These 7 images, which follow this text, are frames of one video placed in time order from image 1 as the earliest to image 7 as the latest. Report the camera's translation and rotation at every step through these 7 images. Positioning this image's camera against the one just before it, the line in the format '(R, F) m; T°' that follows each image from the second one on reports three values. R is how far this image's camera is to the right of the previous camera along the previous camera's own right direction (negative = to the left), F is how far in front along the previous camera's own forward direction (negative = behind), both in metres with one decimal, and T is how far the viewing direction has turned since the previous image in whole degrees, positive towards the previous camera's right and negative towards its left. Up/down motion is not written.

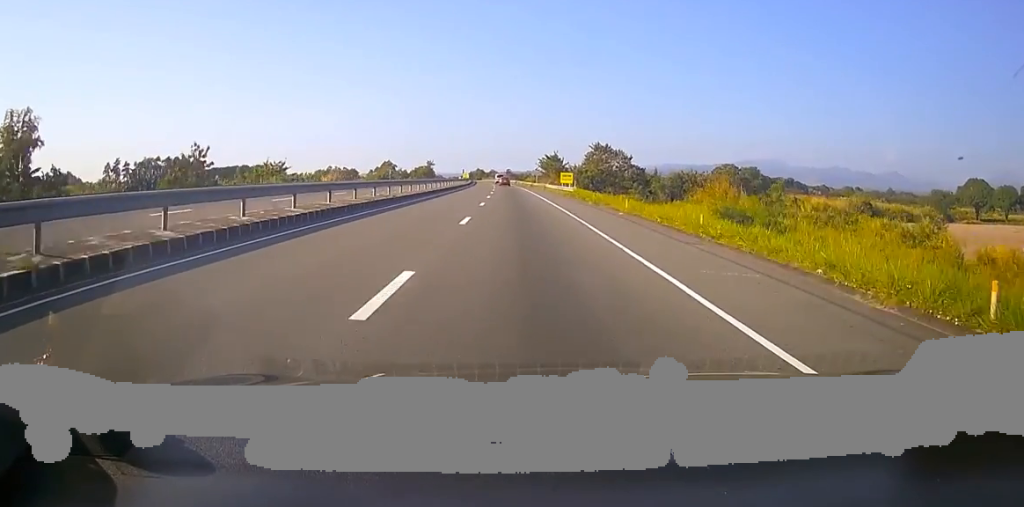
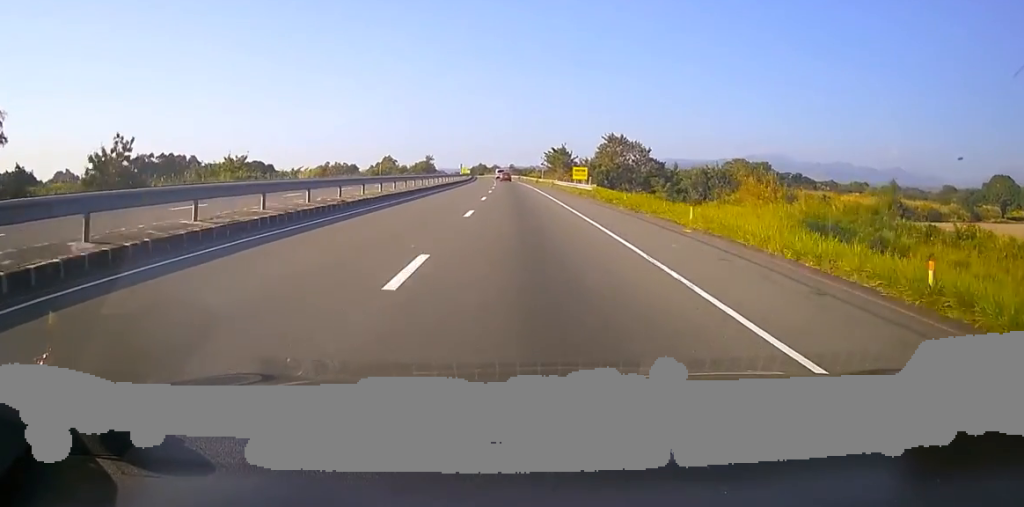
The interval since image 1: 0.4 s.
(-0.9, +11.1) m; -2°
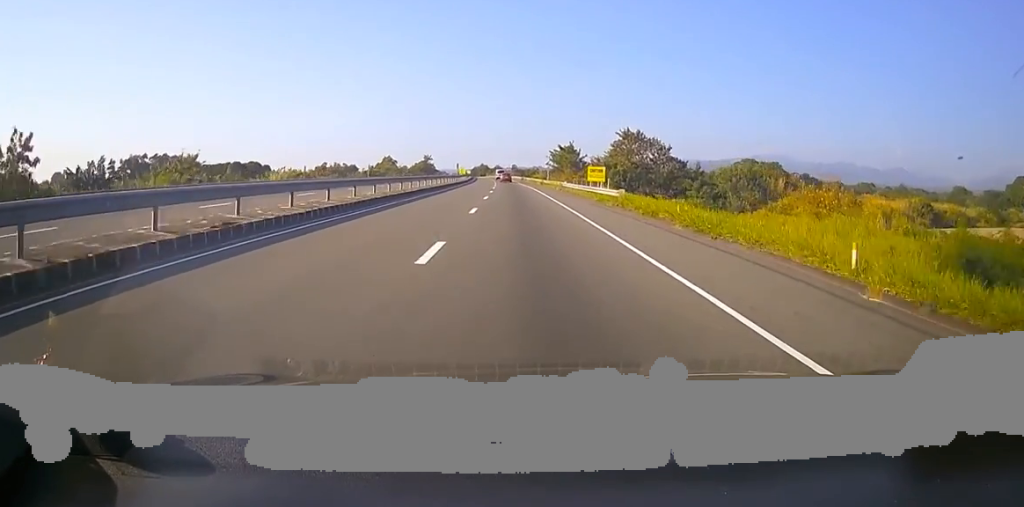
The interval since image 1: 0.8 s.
(-0.4, +10.3) m; -2°
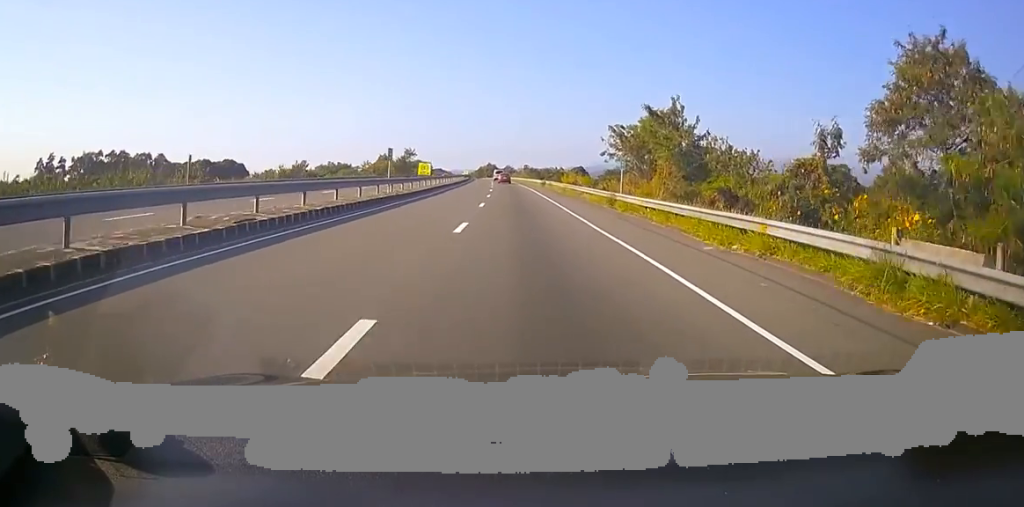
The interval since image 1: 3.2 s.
(-0.7, +61.0) m; -2°
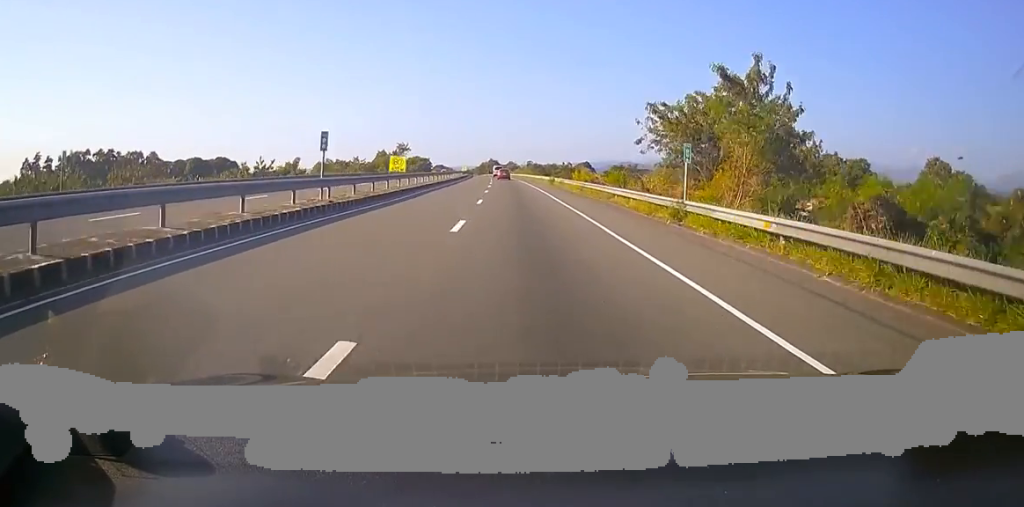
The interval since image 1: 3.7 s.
(-0.1, +12.6) m; -2°
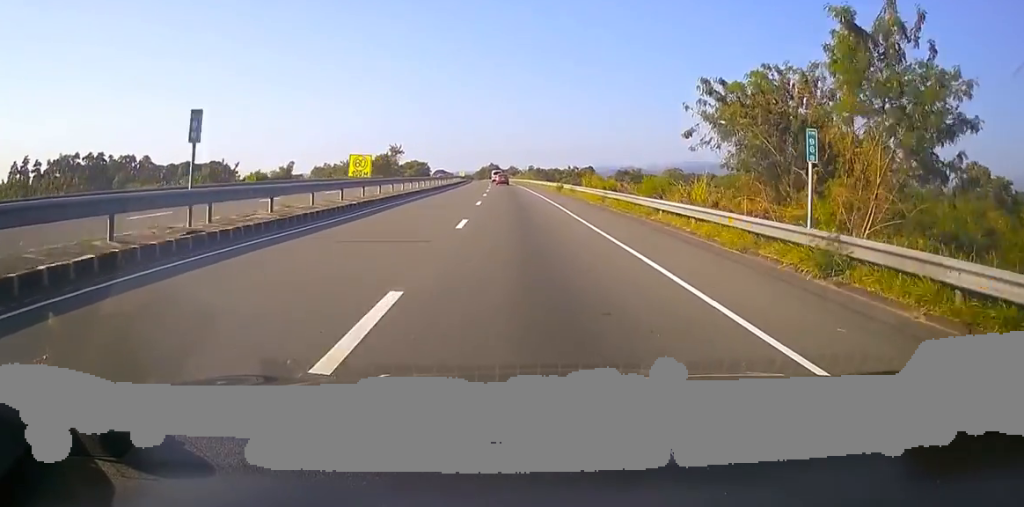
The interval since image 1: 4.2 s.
(-0.1, +9.6) m; -1°
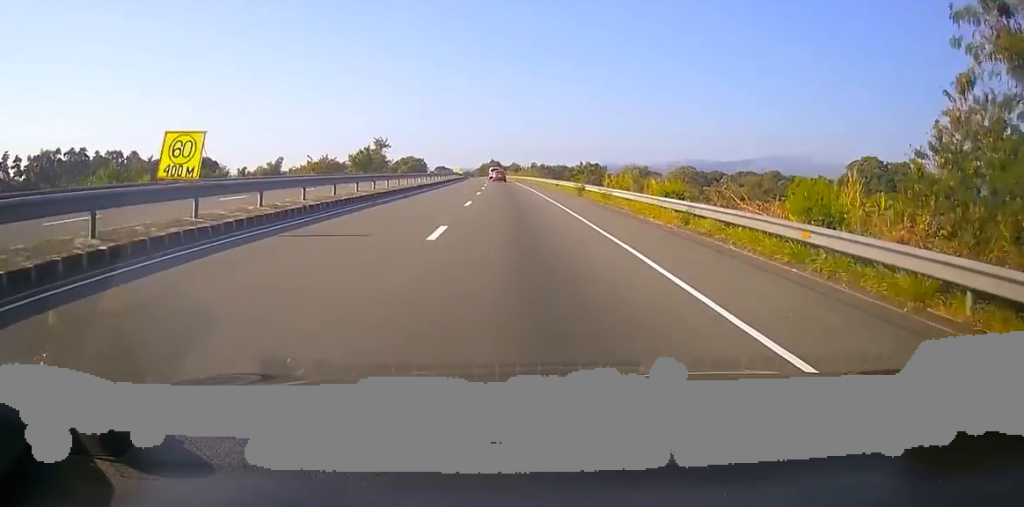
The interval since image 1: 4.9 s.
(-0.5, +16.3) m; 0°
